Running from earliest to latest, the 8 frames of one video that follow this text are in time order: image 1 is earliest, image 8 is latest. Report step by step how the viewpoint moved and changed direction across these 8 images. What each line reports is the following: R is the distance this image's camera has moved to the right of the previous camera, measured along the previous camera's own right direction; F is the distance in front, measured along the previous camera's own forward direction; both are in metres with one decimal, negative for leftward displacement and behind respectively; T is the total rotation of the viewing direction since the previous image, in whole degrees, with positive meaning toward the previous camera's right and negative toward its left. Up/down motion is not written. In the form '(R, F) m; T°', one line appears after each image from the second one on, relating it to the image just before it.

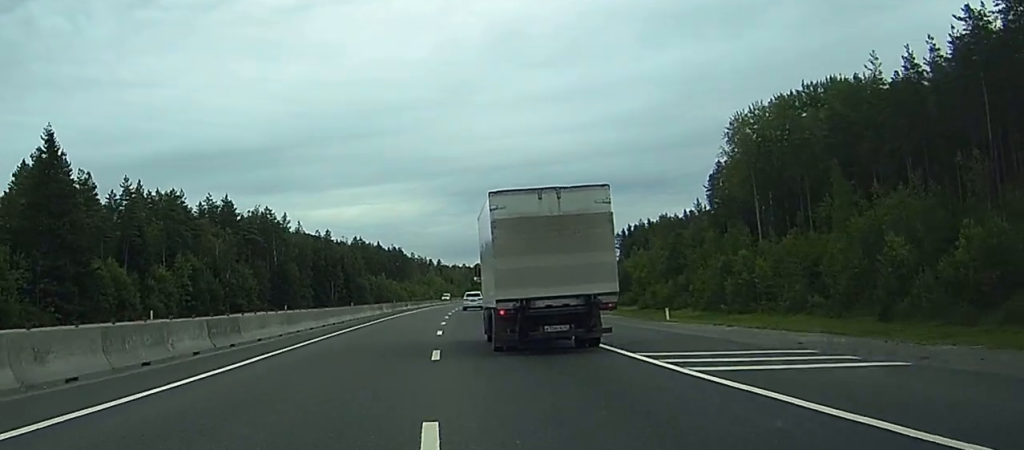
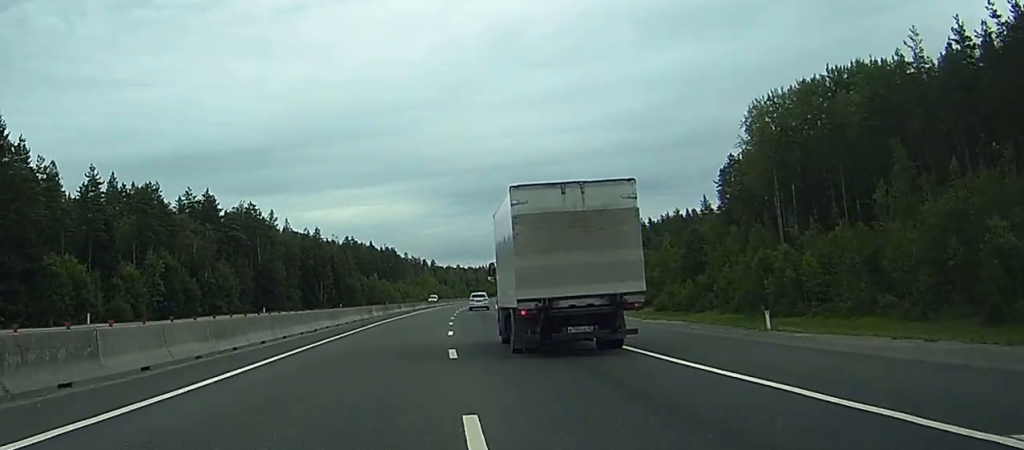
(0.0, +11.5) m; 0°
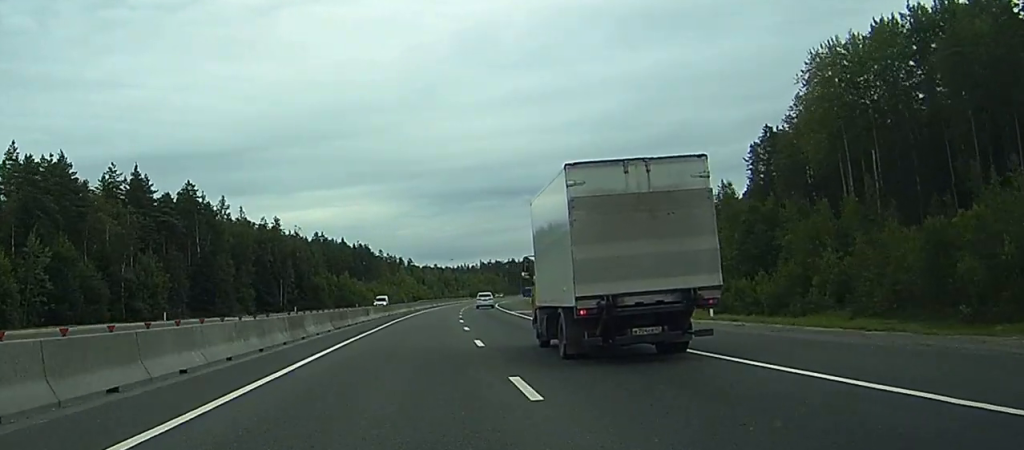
(+0.1, +31.2) m; +1°
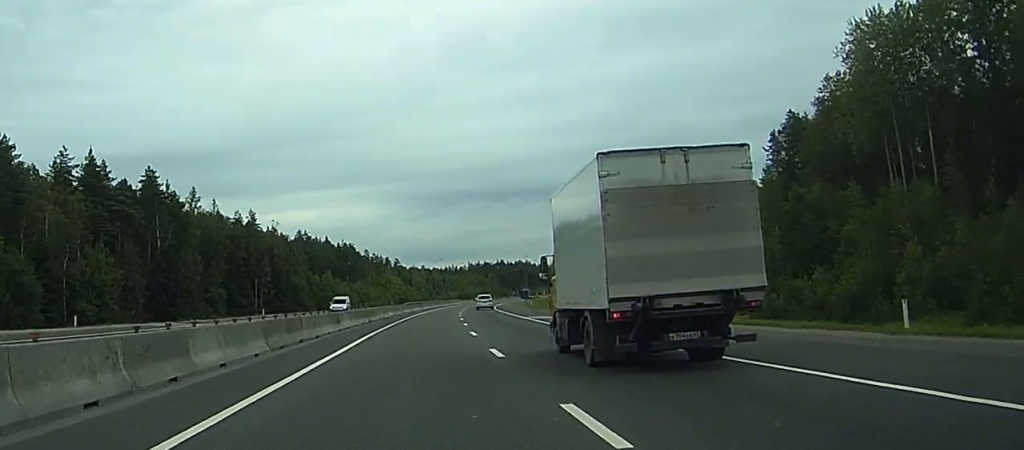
(+0.1, +15.2) m; +1°
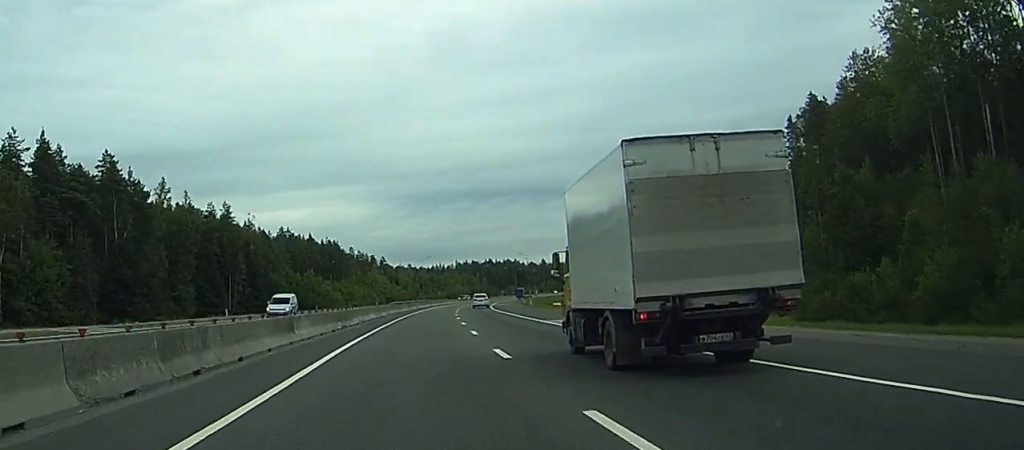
(+0.1, +12.5) m; +1°
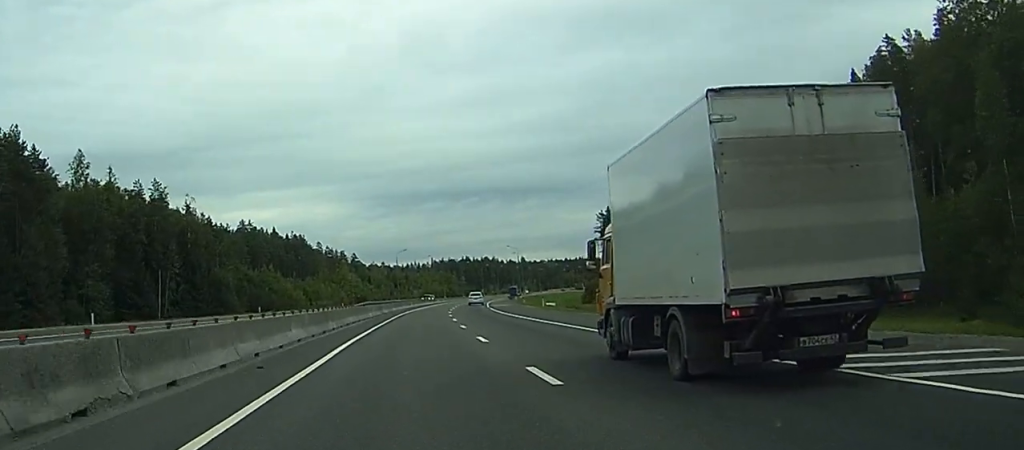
(+0.5, +29.7) m; +2°
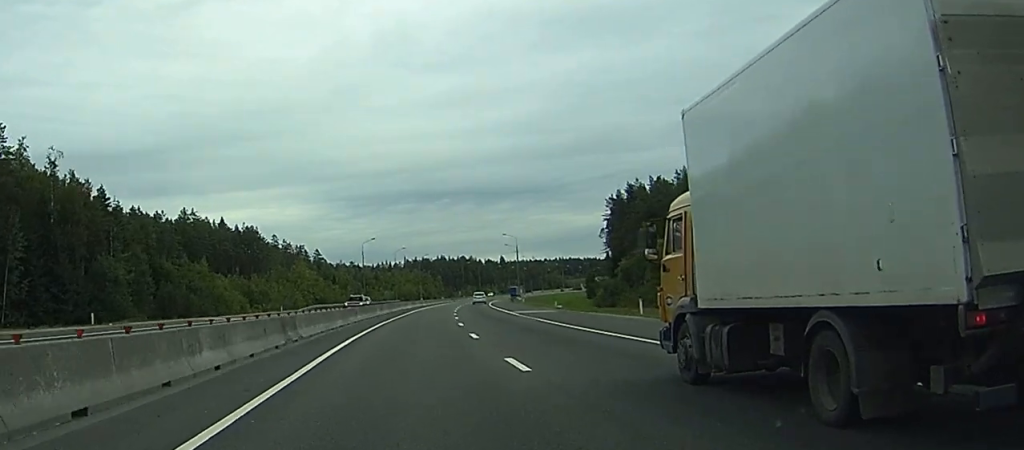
(+1.2, +45.3) m; +3°
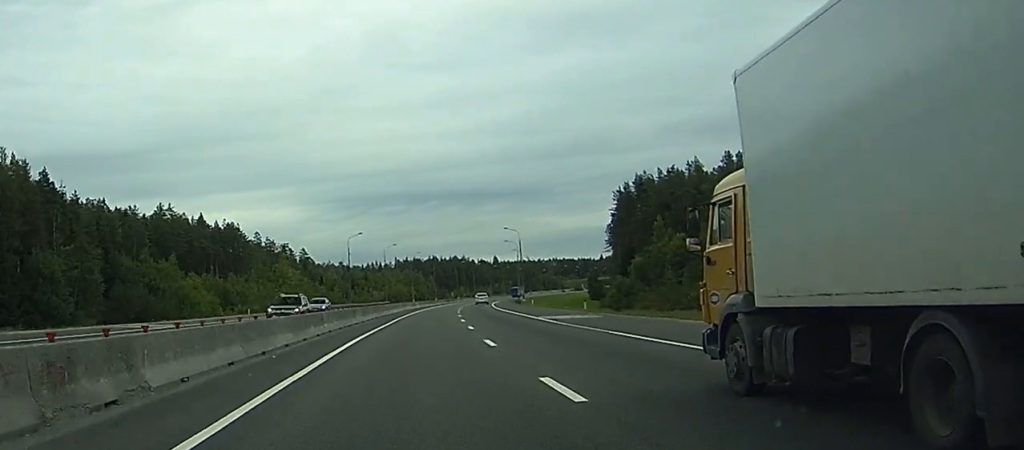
(+0.1, +16.4) m; 0°
